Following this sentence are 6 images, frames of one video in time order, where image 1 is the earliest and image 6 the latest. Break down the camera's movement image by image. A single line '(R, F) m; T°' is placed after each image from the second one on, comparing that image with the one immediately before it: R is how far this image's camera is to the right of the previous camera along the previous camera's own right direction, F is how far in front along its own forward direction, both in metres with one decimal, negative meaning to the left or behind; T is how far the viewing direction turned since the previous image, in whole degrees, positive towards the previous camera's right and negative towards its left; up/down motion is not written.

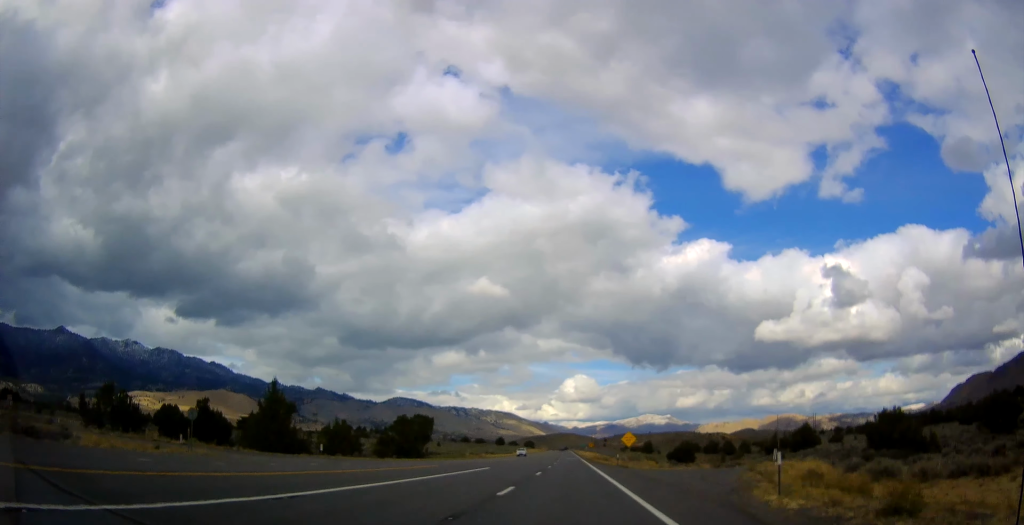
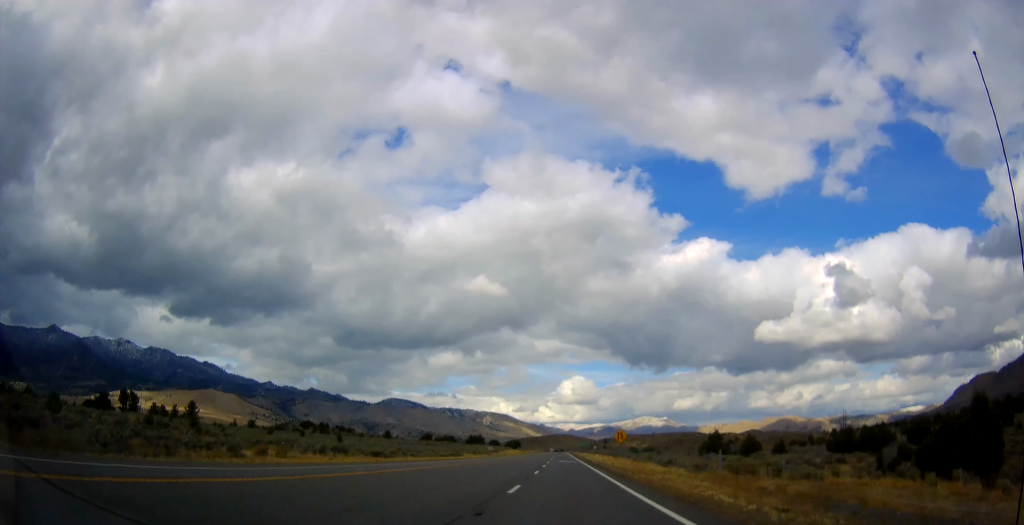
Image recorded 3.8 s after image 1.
(+1.2, +101.7) m; 0°
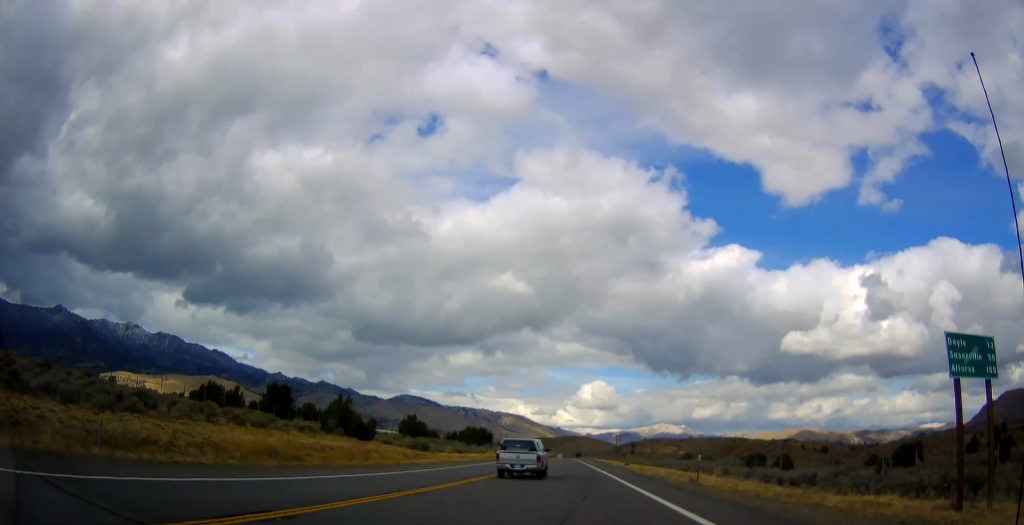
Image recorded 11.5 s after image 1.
(-2.3, +209.9) m; -1°
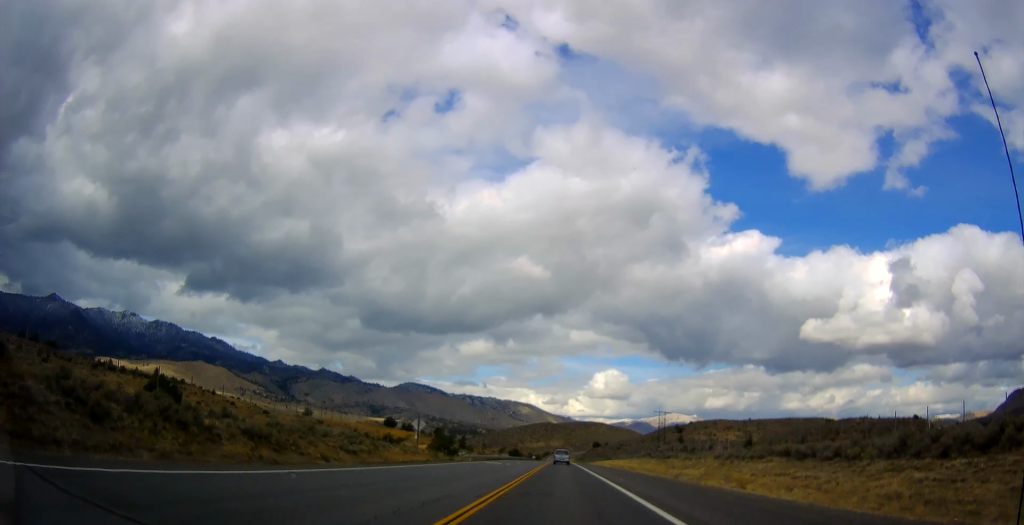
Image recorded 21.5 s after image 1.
(-2.4, +273.6) m; -1°
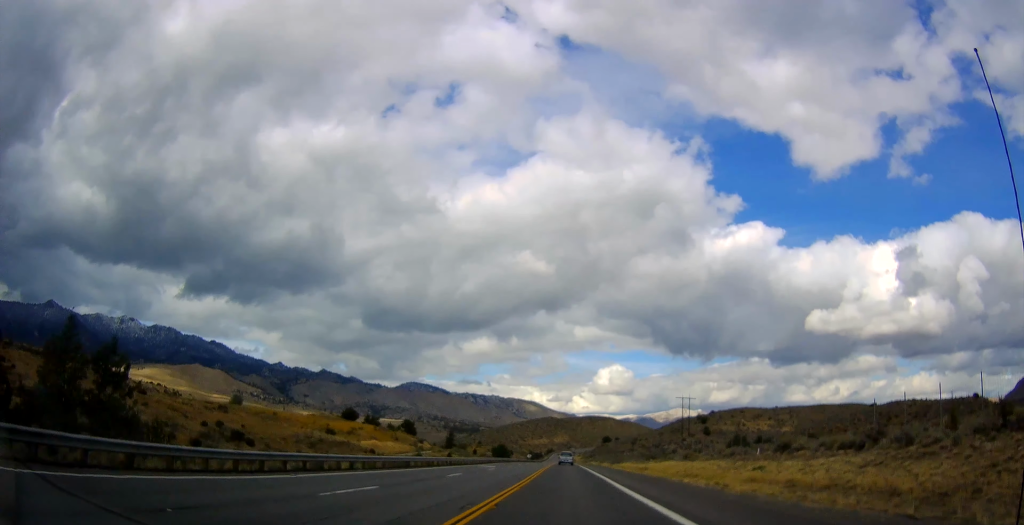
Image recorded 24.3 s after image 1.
(-0.2, +76.1) m; 0°
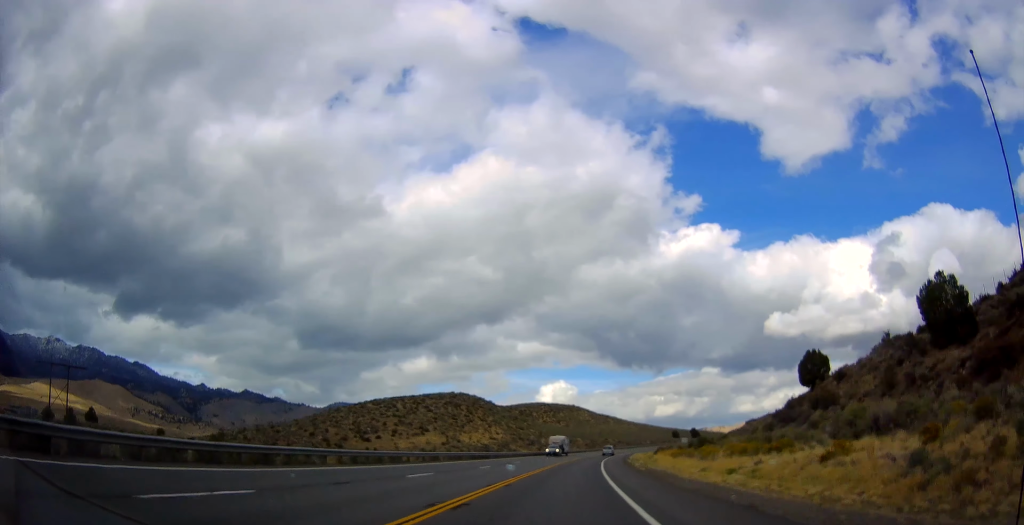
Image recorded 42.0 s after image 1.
(+18.4, +491.3) m; +12°
